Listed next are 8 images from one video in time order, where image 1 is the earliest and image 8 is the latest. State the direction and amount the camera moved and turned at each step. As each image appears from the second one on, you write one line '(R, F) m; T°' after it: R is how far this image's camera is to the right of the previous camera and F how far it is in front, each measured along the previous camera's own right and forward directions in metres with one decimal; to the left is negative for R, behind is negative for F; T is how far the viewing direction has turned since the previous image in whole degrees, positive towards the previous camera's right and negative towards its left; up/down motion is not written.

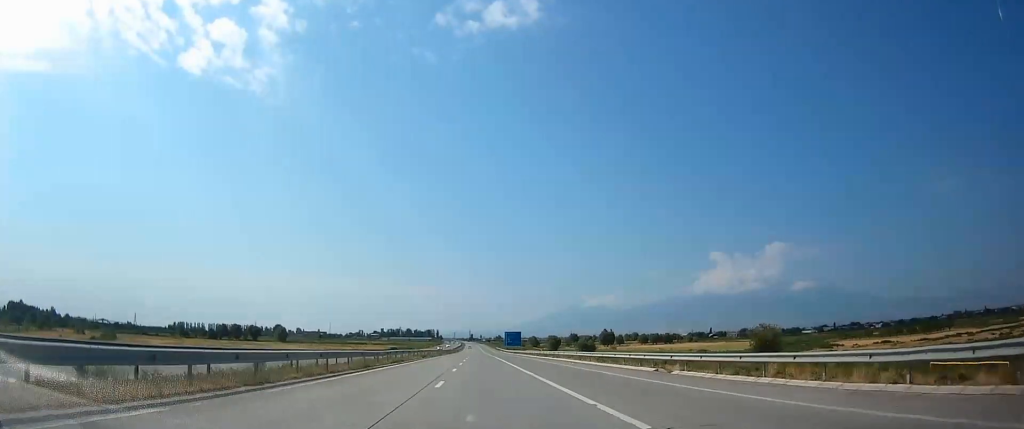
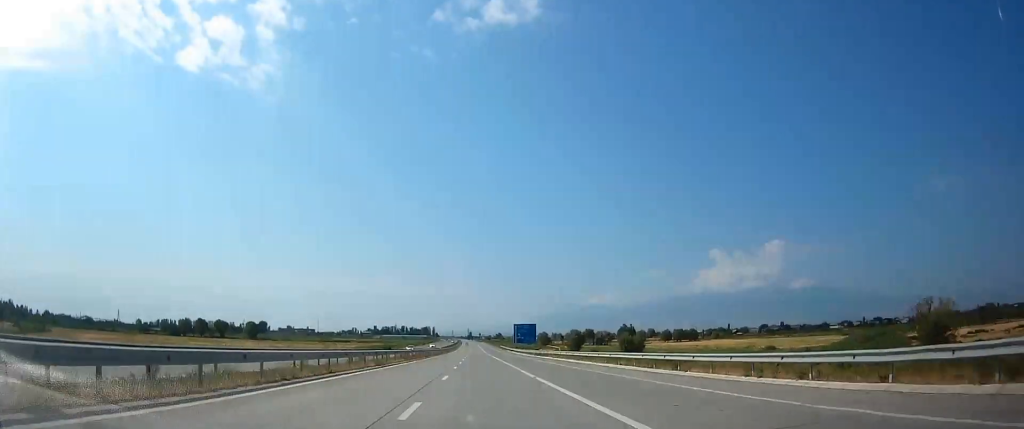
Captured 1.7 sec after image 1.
(+0.1, +55.0) m; 0°
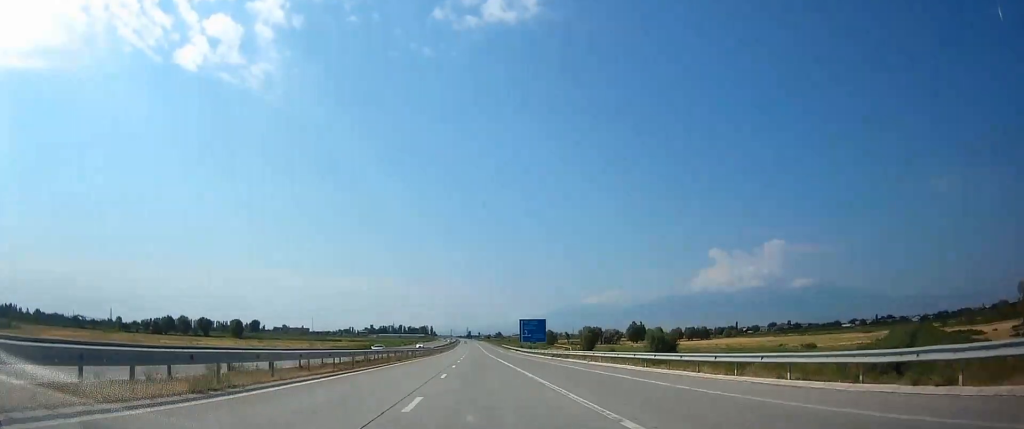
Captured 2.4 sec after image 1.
(0.0, +22.7) m; 0°
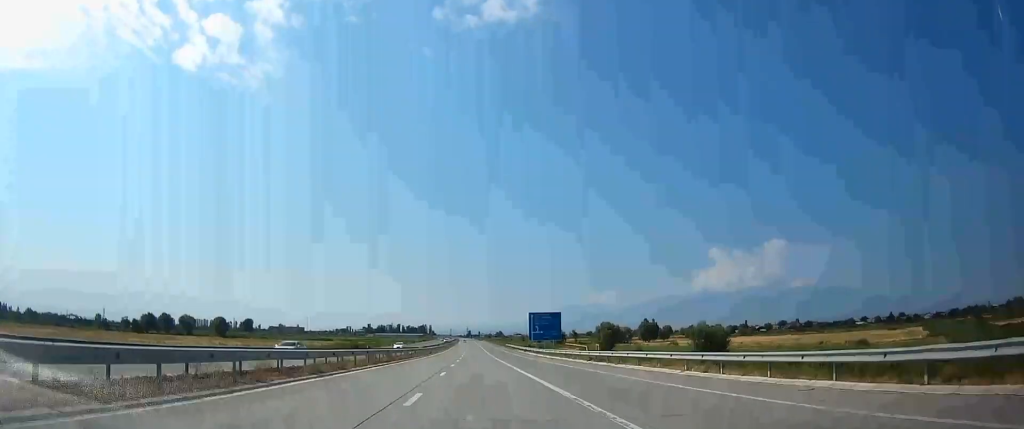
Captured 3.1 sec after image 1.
(0.0, +22.8) m; 0°
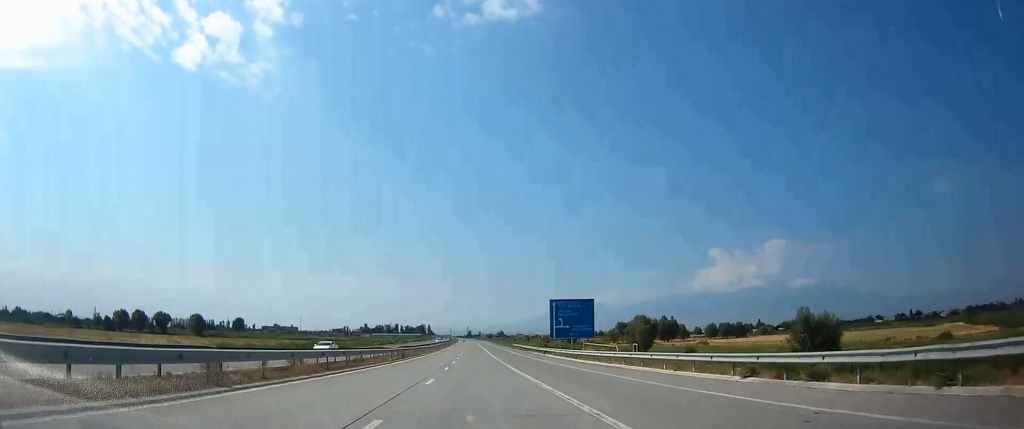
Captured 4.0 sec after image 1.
(+0.2, +29.4) m; 0°
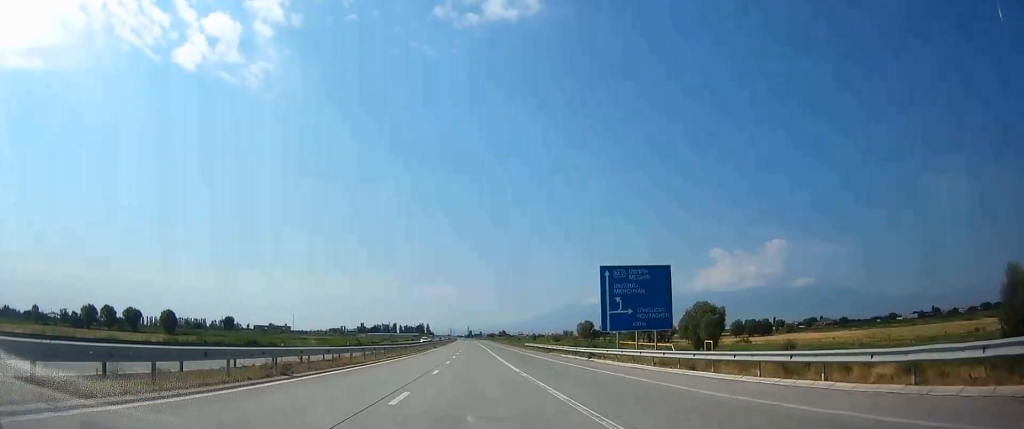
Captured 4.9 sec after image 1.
(-0.1, +30.7) m; -1°
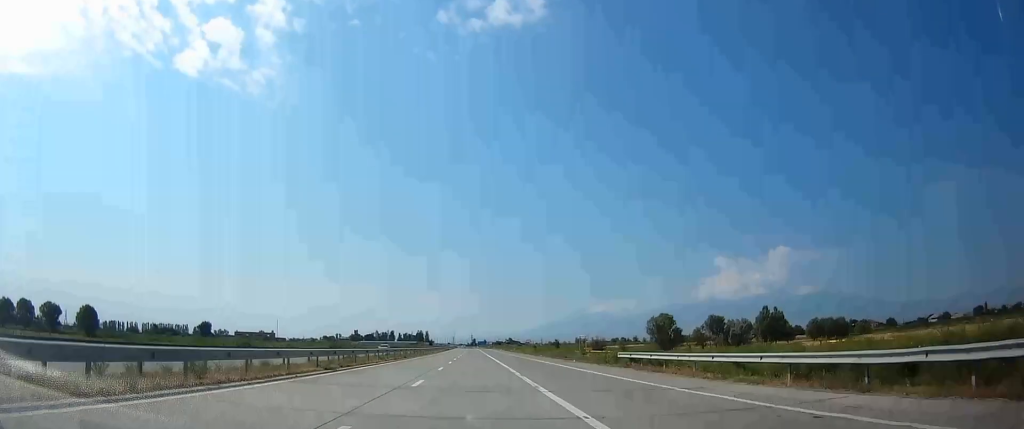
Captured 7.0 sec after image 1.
(+0.2, +66.7) m; +1°
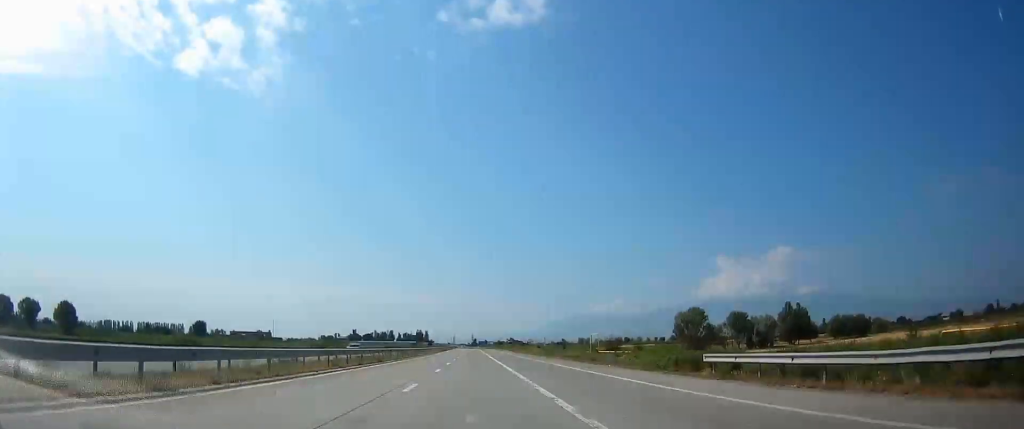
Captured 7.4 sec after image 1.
(+0.2, +14.1) m; 0°
